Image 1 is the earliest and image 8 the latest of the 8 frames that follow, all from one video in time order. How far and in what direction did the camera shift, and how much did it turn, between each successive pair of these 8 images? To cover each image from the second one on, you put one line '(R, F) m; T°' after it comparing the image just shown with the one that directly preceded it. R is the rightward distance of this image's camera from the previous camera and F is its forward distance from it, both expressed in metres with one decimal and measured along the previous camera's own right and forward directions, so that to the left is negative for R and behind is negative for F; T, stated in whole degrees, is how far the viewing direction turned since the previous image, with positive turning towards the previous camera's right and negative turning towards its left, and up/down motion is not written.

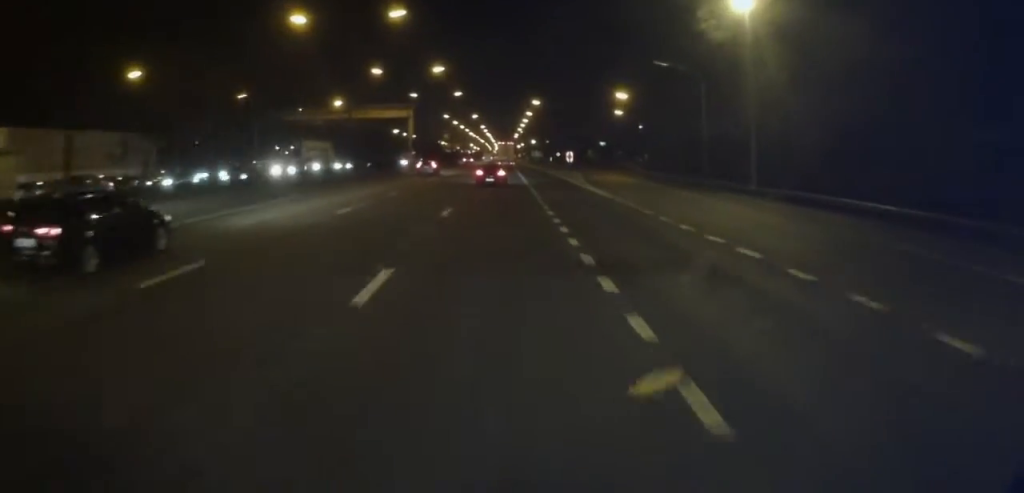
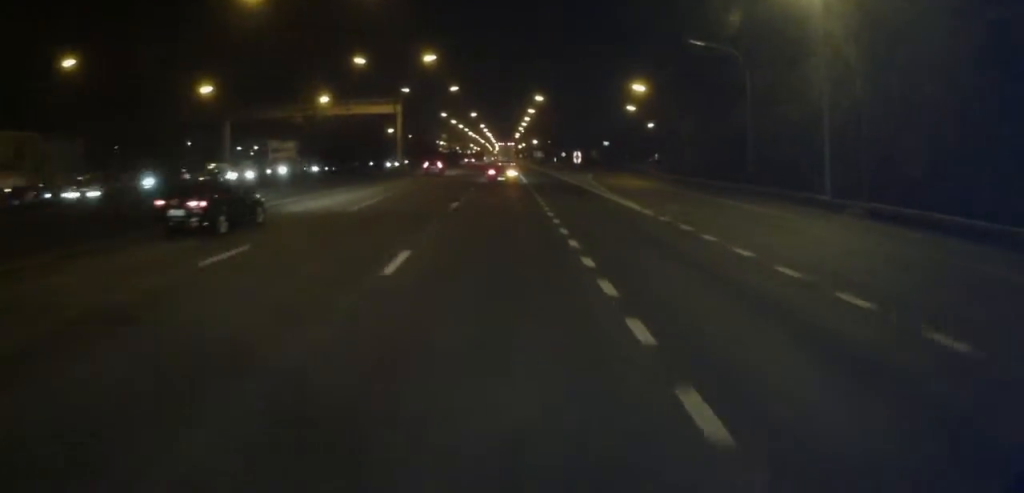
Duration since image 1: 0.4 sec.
(0.0, +9.9) m; 0°
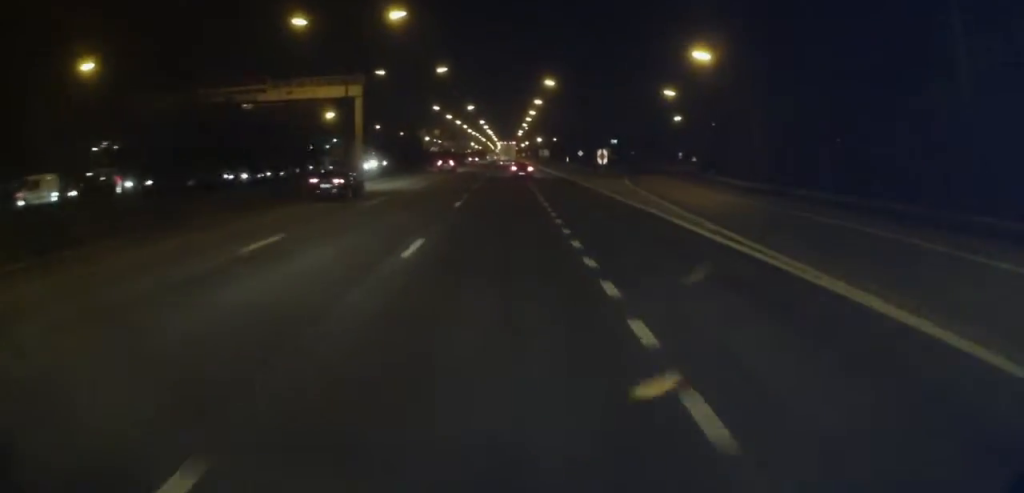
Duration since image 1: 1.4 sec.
(+0.1, +22.6) m; 0°
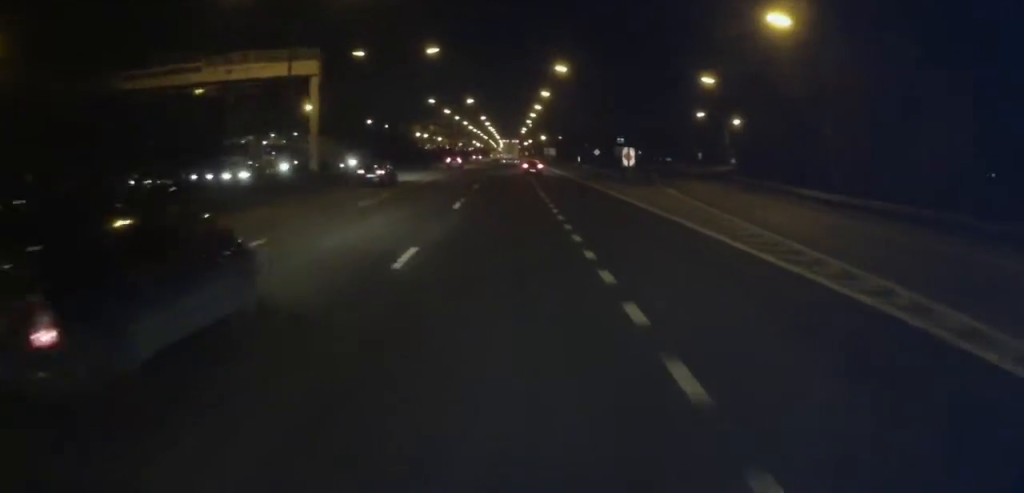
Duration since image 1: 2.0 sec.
(+0.2, +14.5) m; -1°
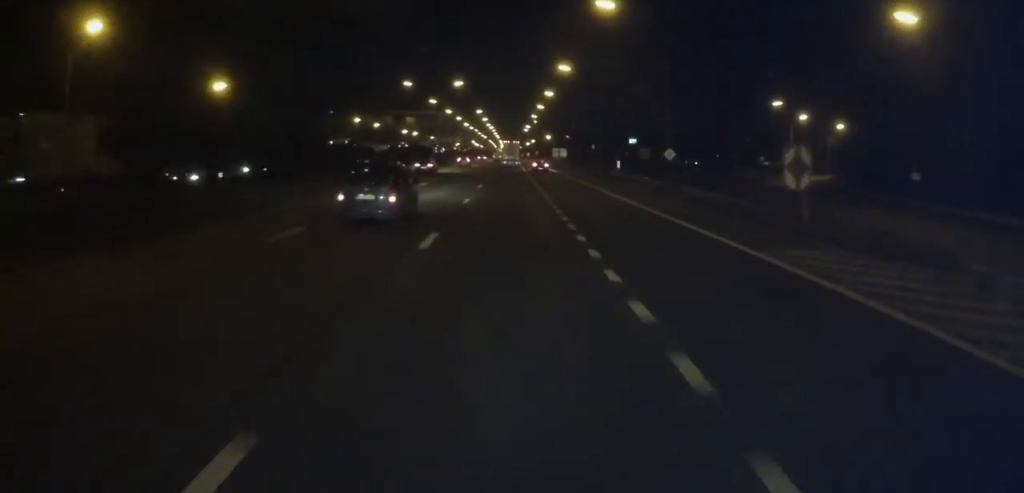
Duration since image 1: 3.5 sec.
(-0.8, +36.1) m; -1°
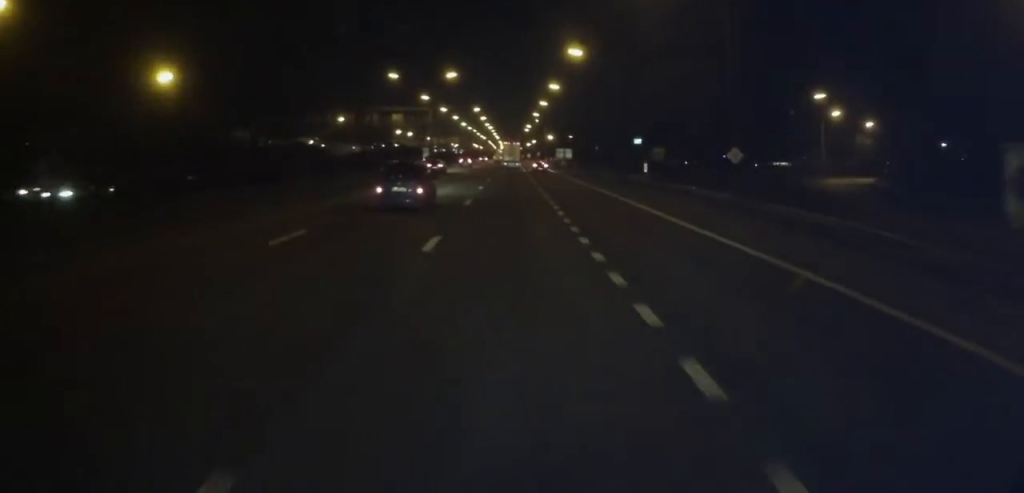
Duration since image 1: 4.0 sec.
(0.0, +11.5) m; 0°
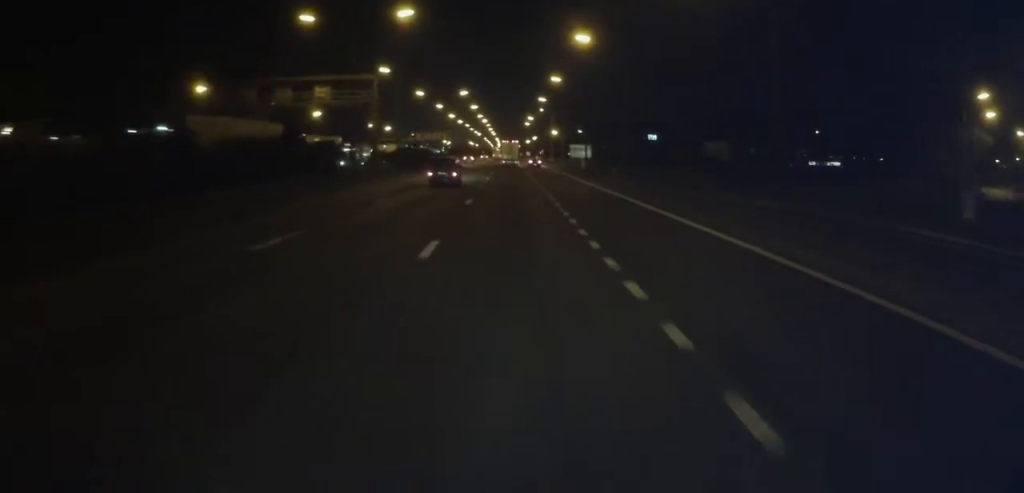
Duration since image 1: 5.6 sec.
(+0.8, +35.6) m; +2°
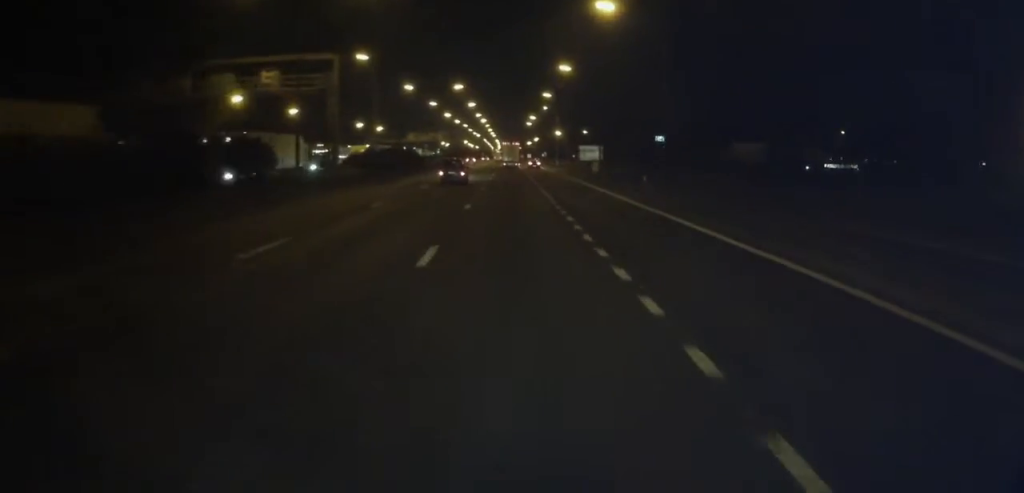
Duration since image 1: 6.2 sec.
(+0.2, +12.6) m; 0°
